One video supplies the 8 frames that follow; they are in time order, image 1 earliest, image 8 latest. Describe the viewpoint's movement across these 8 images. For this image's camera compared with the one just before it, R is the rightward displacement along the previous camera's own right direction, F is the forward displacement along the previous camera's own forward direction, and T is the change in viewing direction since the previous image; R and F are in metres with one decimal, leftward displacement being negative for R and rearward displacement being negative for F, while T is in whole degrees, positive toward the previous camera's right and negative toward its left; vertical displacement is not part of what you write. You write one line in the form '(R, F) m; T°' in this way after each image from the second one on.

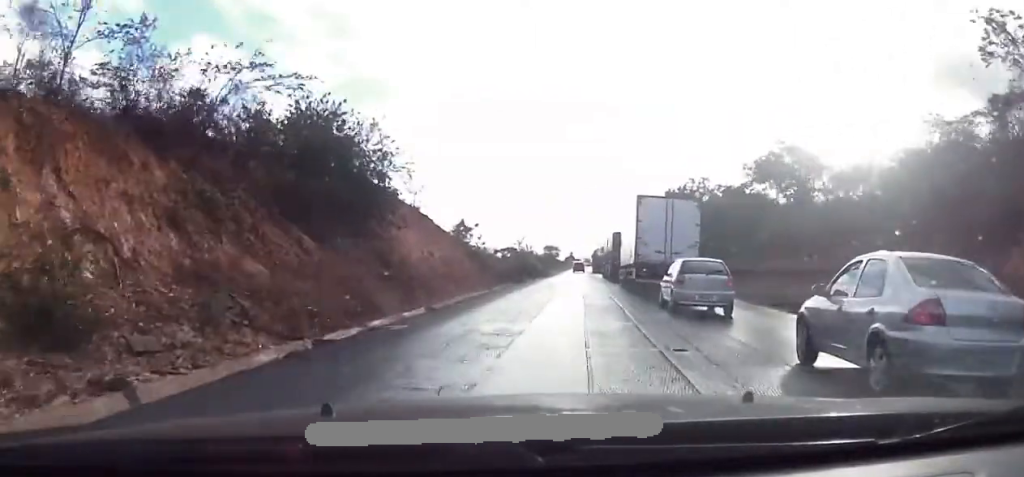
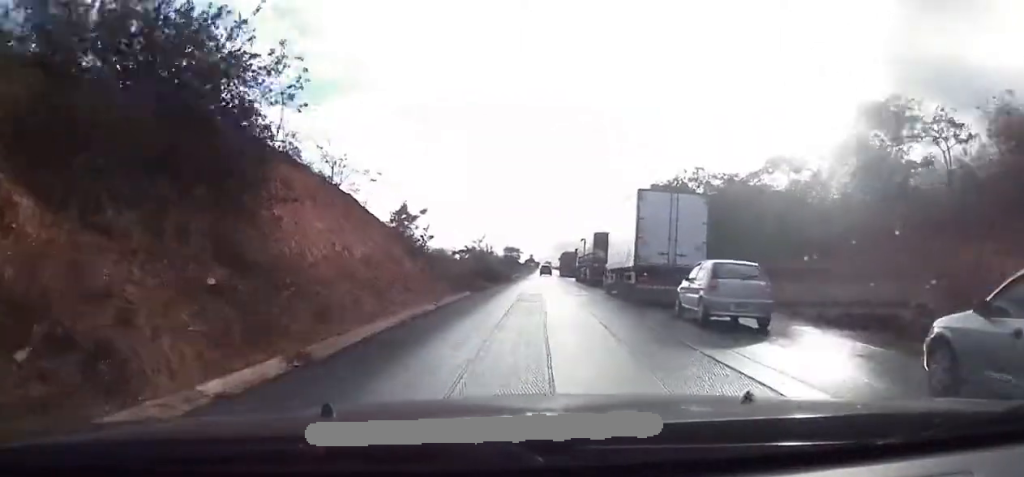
(-0.2, +10.7) m; 0°
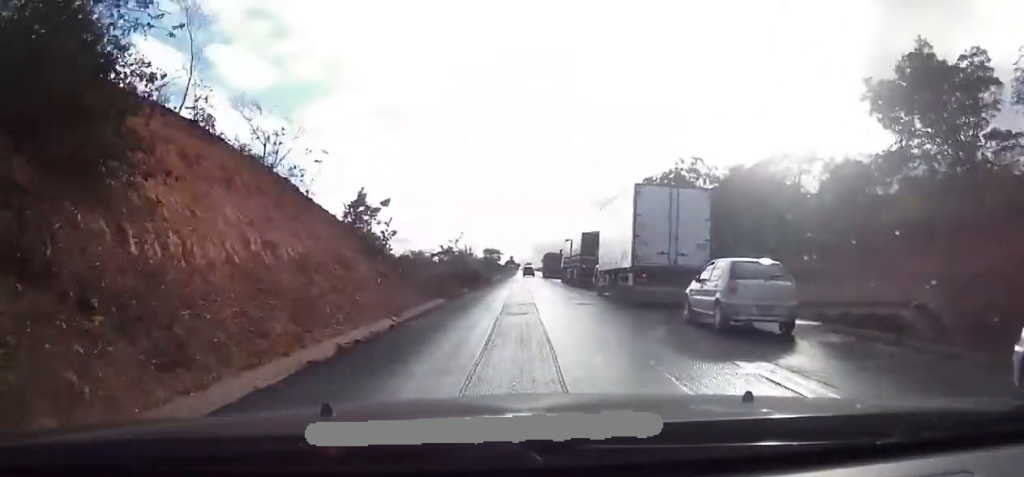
(0.0, +5.6) m; +1°
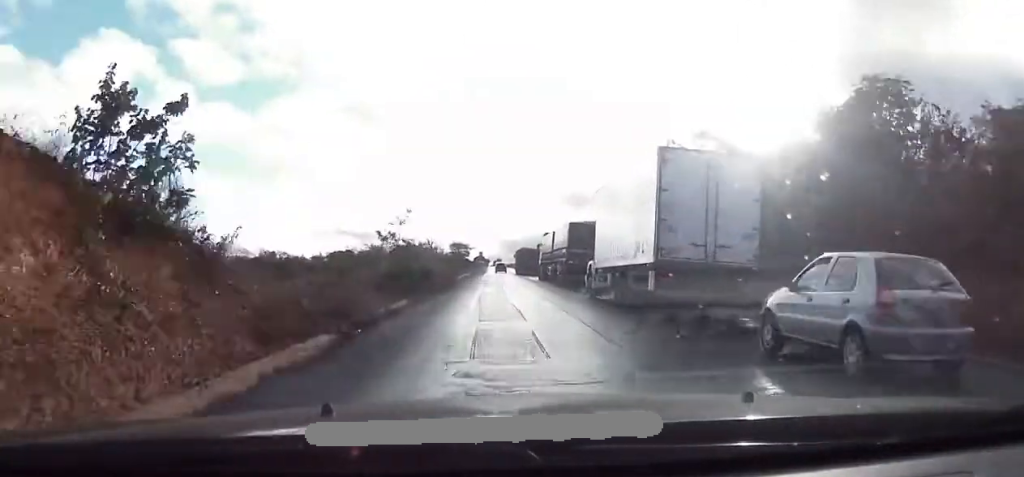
(+0.2, +15.6) m; +3°
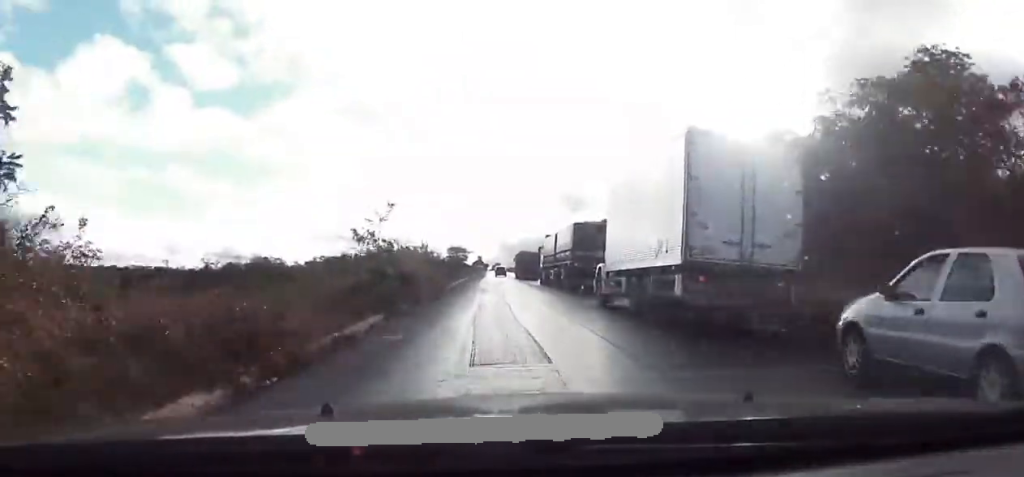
(+0.1, +5.8) m; +1°
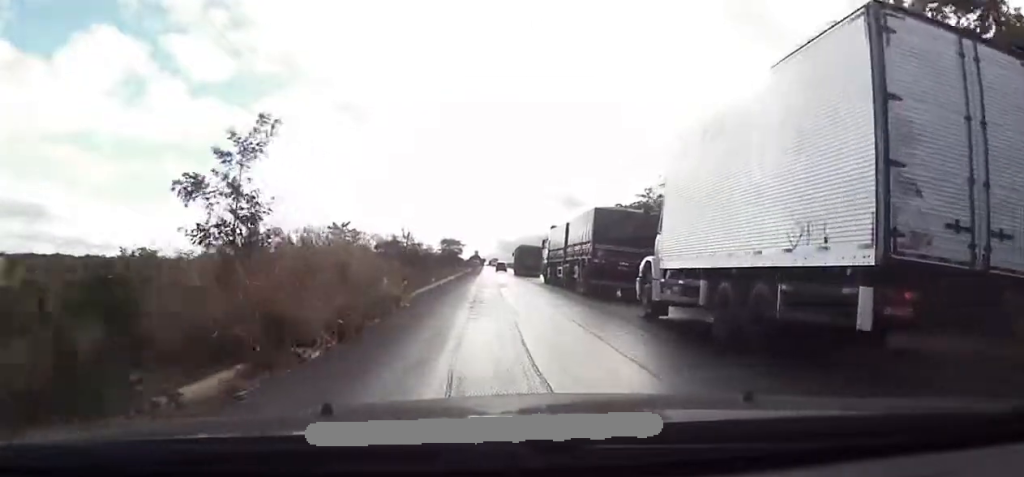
(+0.4, +15.6) m; +1°
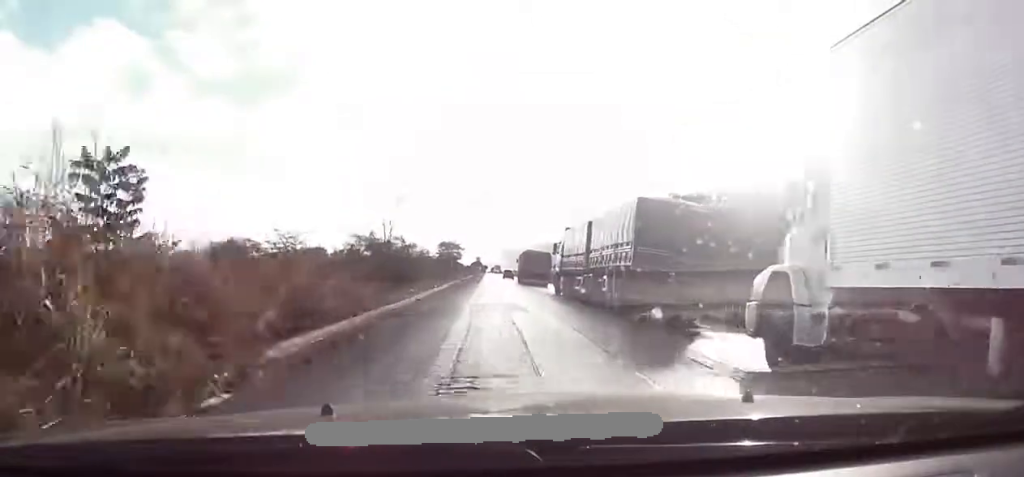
(0.0, +14.1) m; 0°
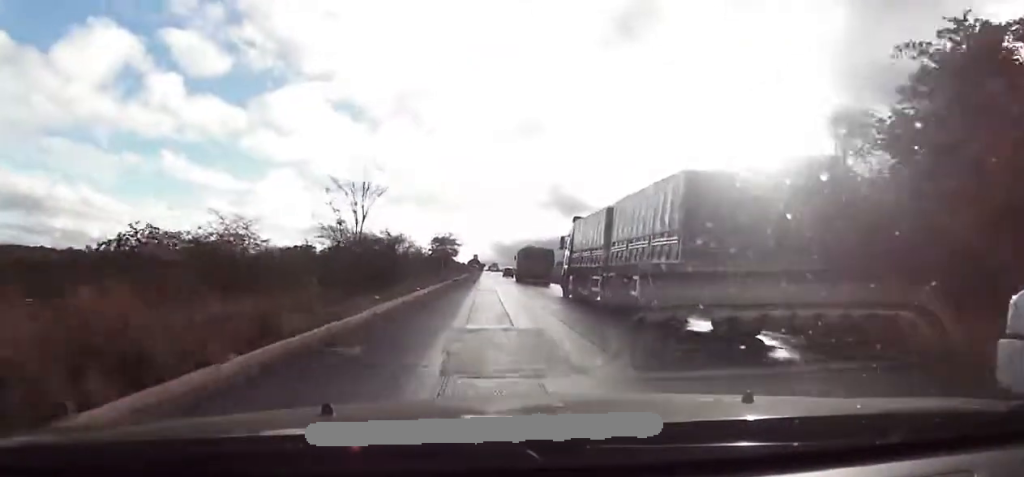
(0.0, +10.3) m; 0°
